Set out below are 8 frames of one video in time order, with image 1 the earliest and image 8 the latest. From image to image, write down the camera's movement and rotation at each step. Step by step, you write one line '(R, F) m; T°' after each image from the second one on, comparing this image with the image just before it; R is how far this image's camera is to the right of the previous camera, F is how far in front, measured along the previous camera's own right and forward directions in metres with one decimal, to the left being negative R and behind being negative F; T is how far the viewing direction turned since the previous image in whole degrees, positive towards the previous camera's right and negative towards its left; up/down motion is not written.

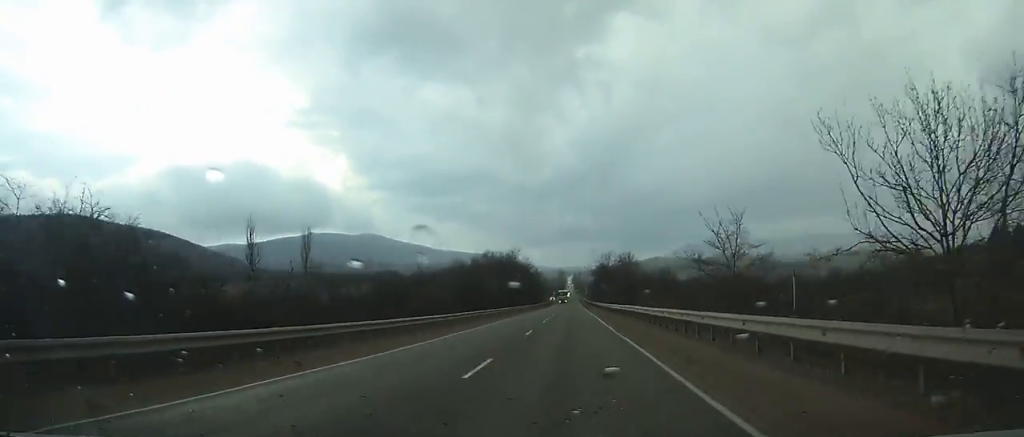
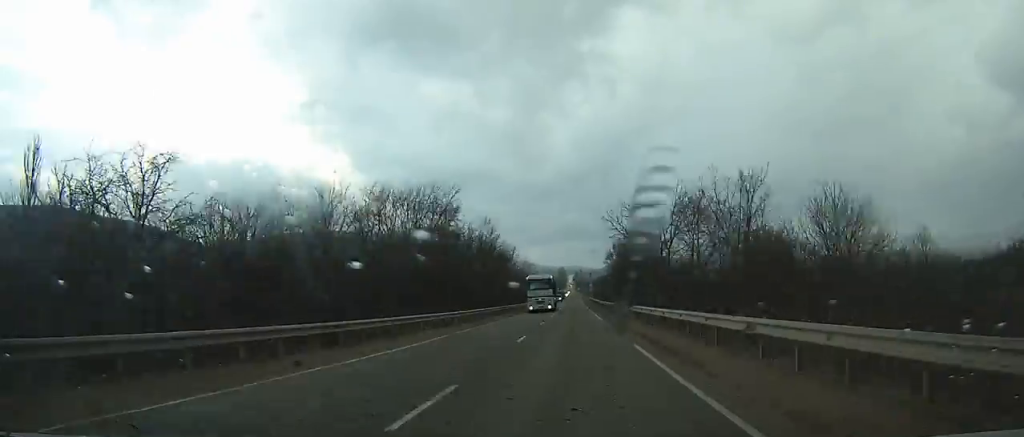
(+0.2, +63.0) m; 0°
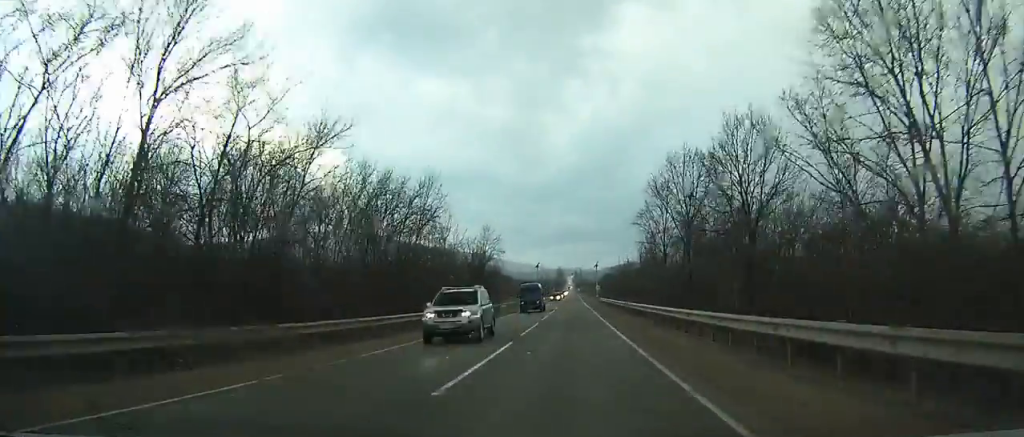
(+0.3, +57.7) m; 0°
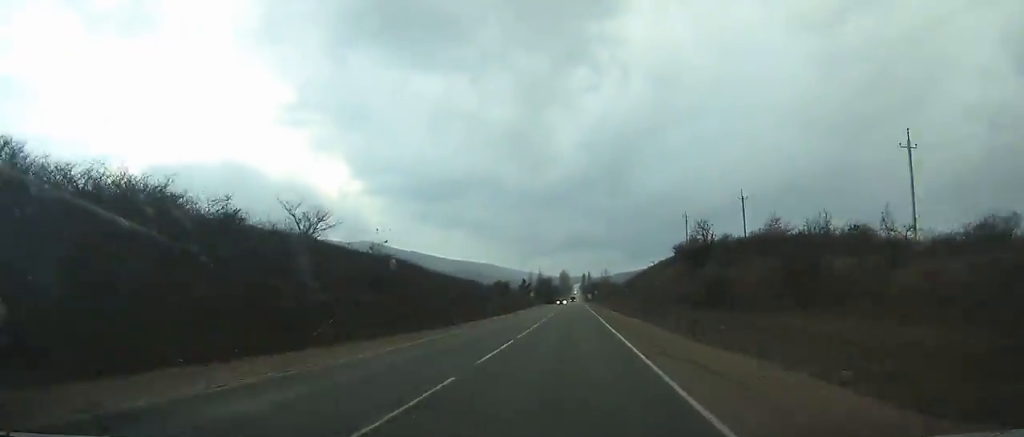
(-0.9, +175.7) m; -1°
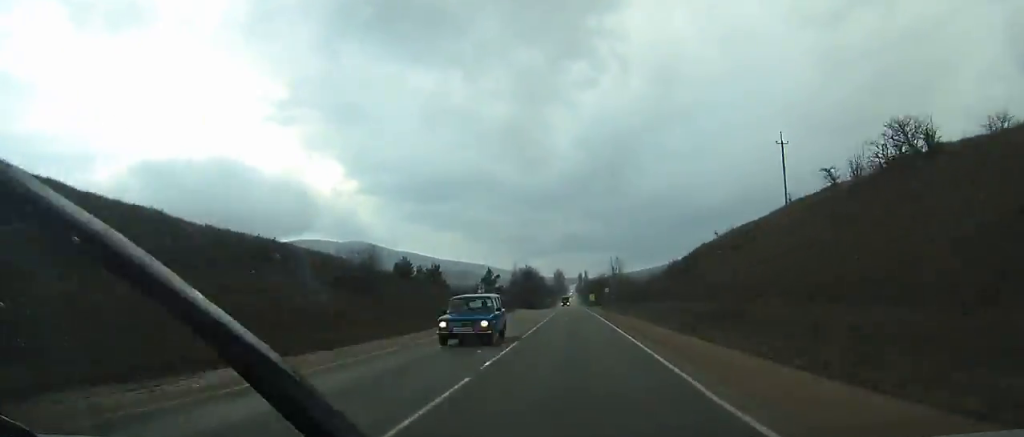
(-0.1, +62.6) m; 0°
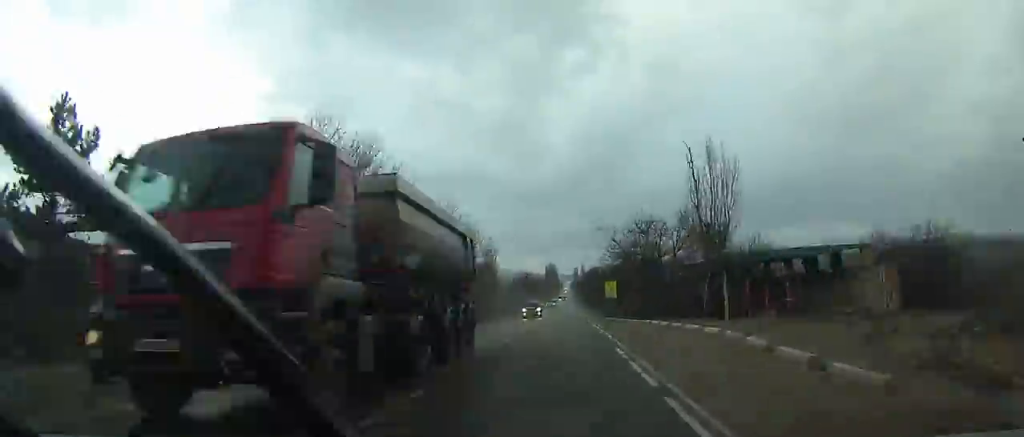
(+0.6, +89.7) m; +1°
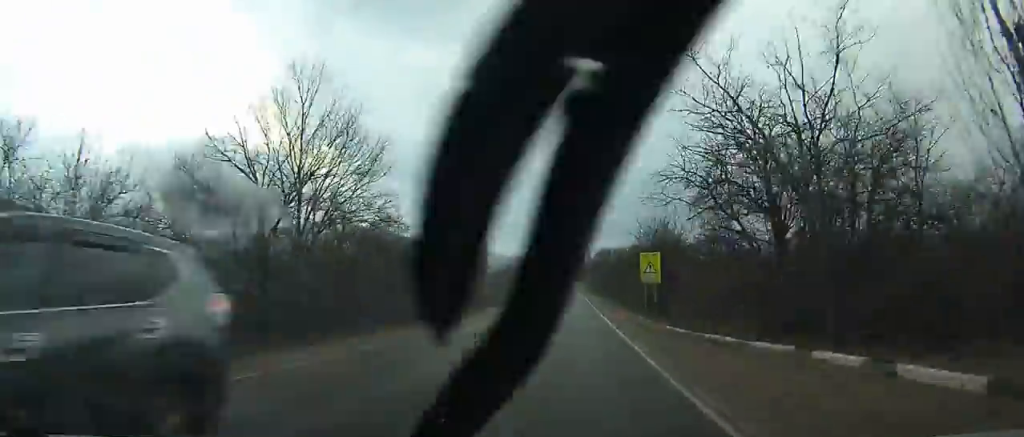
(+0.1, +28.6) m; 0°
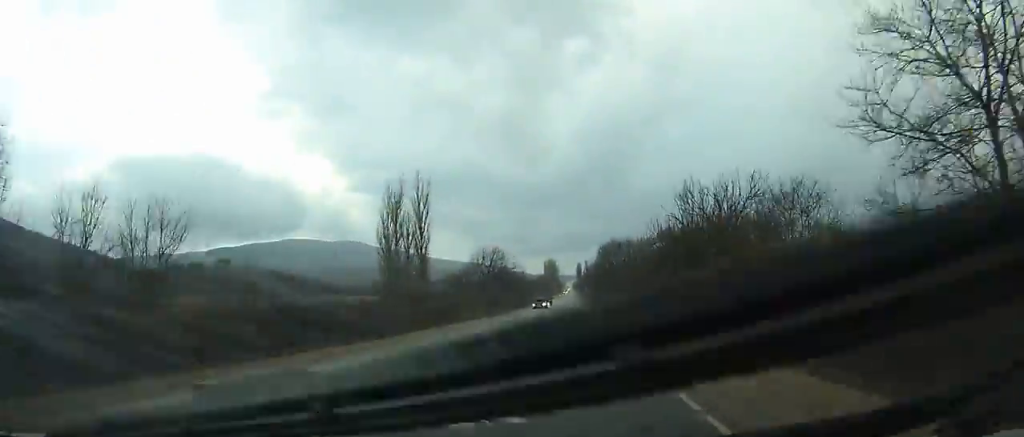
(-0.1, +46.0) m; 0°
